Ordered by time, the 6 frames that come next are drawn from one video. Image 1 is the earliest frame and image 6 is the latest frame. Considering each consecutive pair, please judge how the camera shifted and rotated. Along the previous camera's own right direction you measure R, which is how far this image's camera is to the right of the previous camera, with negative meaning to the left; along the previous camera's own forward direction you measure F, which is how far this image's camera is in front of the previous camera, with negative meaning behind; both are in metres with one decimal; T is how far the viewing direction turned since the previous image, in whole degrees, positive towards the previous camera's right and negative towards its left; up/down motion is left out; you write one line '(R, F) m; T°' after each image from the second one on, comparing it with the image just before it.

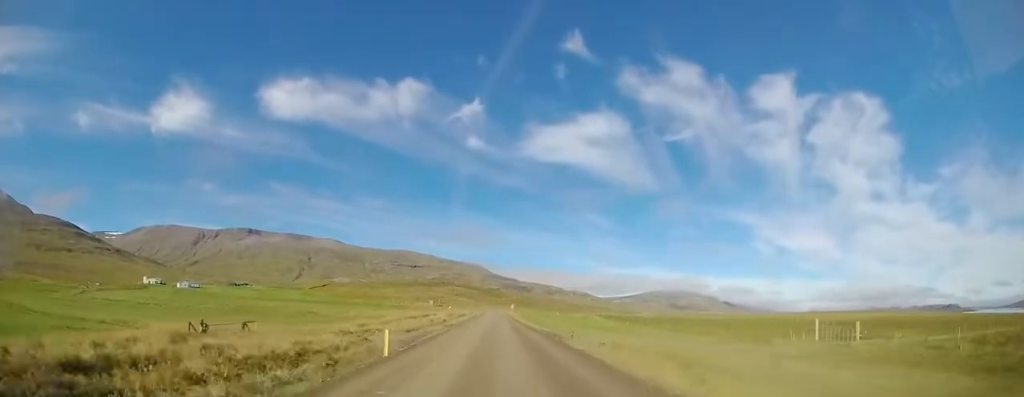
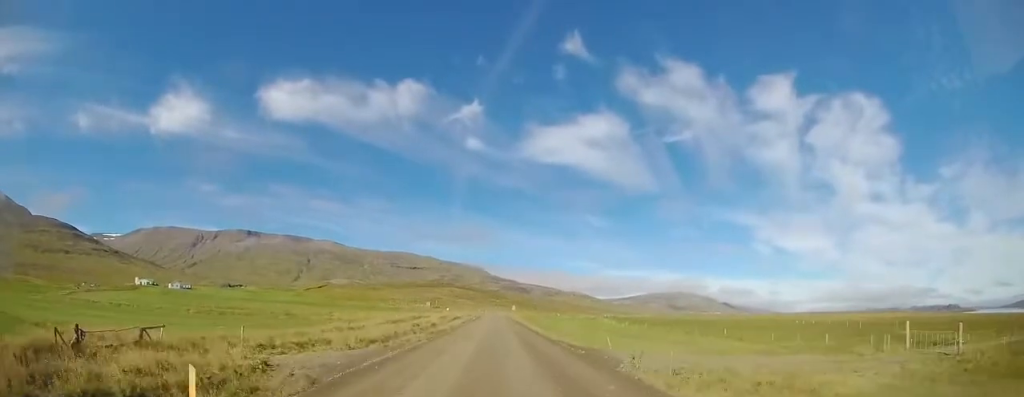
(+0.1, +8.9) m; 0°
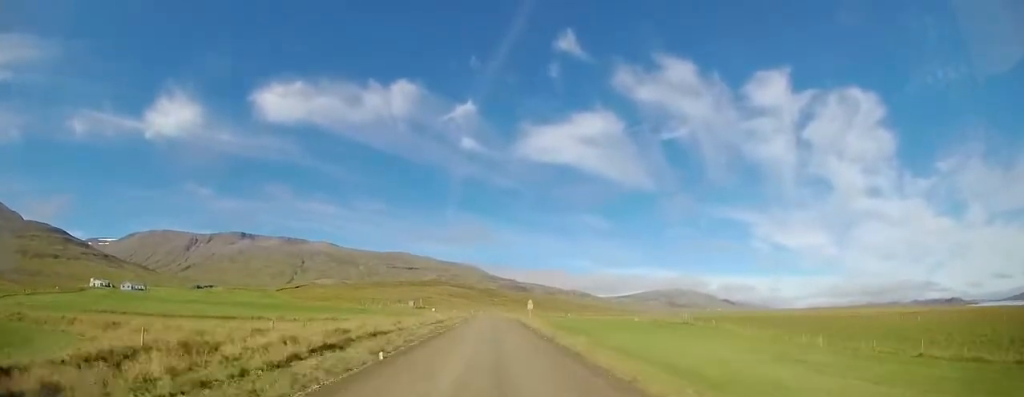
(-0.2, +47.7) m; -1°
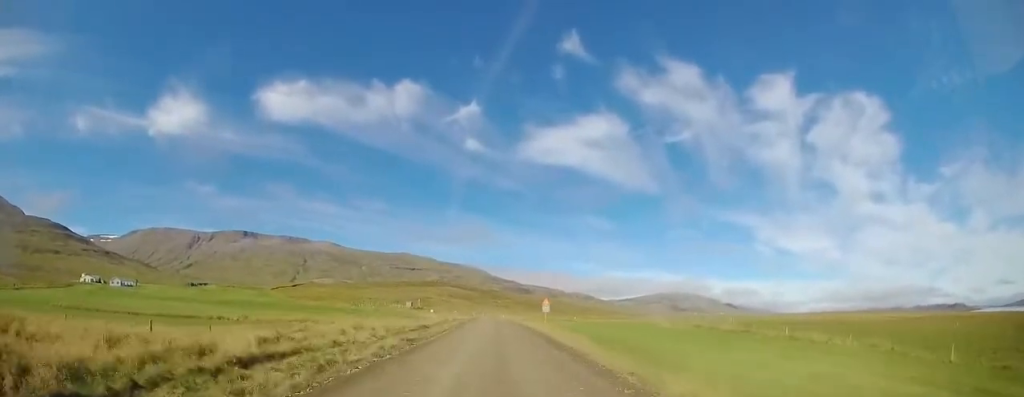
(0.0, +12.2) m; +1°
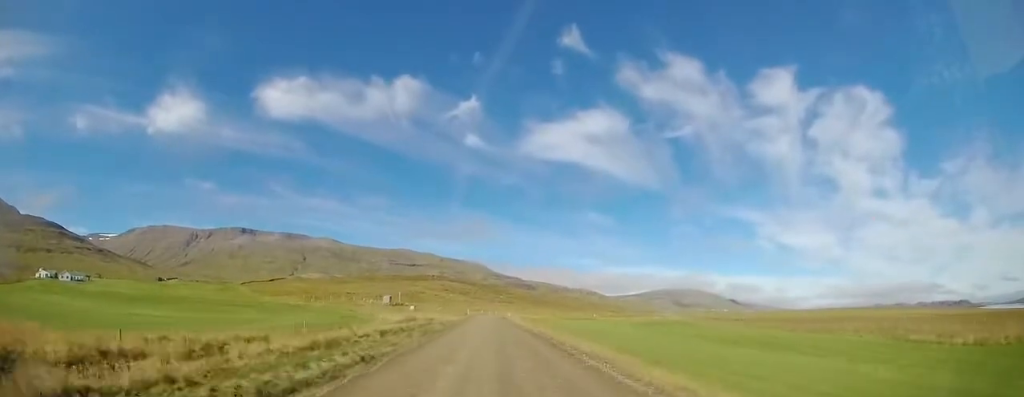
(+0.3, +43.8) m; 0°
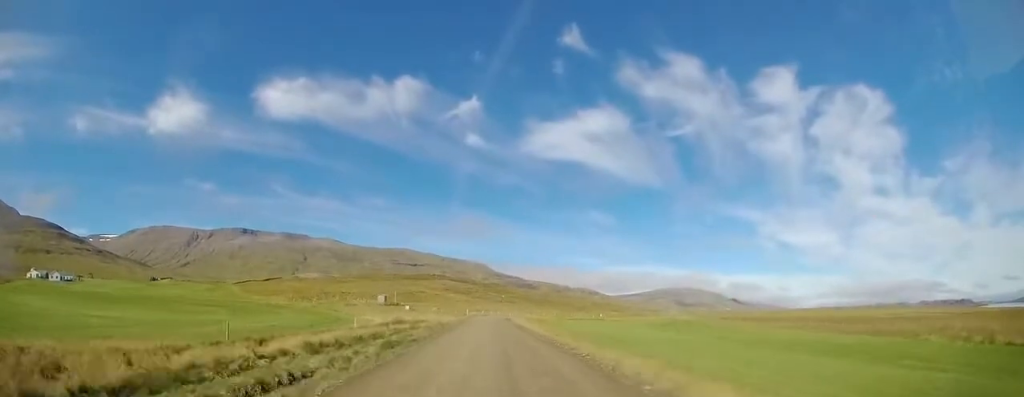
(+0.2, +9.4) m; 0°
